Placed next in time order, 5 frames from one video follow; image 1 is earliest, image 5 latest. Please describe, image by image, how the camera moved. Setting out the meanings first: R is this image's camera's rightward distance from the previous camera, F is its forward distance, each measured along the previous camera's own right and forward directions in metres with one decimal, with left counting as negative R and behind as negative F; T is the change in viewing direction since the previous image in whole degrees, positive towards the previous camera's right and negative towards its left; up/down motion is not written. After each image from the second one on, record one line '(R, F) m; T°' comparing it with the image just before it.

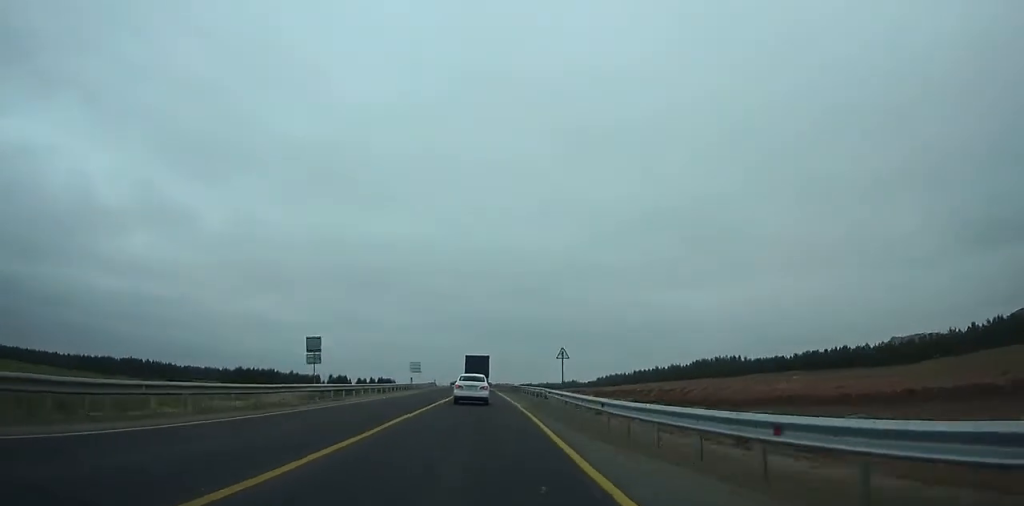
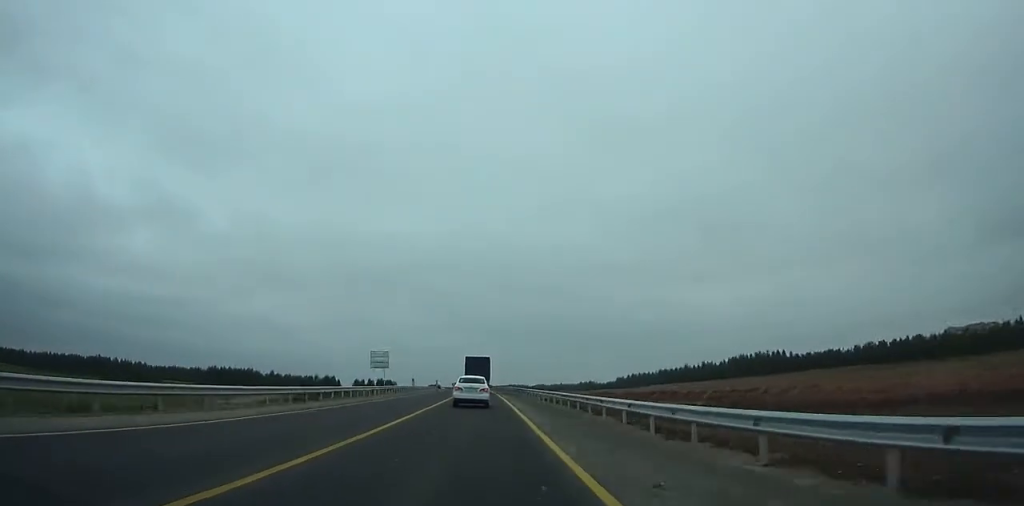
(-0.1, +40.9) m; -1°
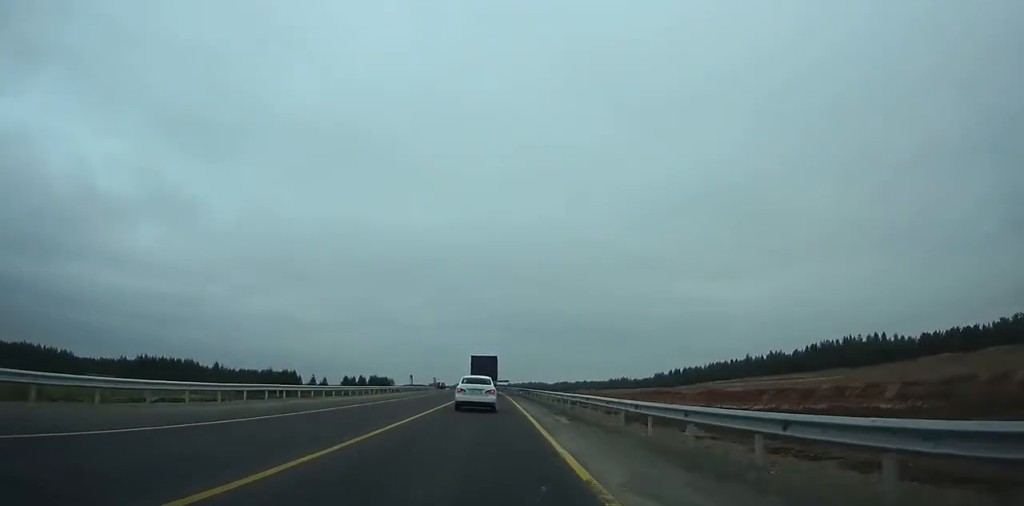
(-1.1, +68.1) m; -2°
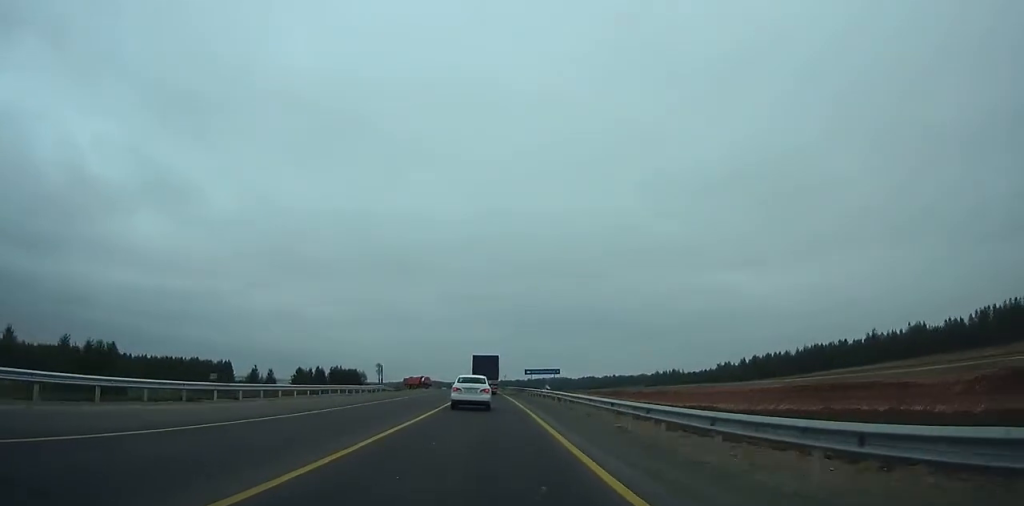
(-1.7, +98.5) m; -2°
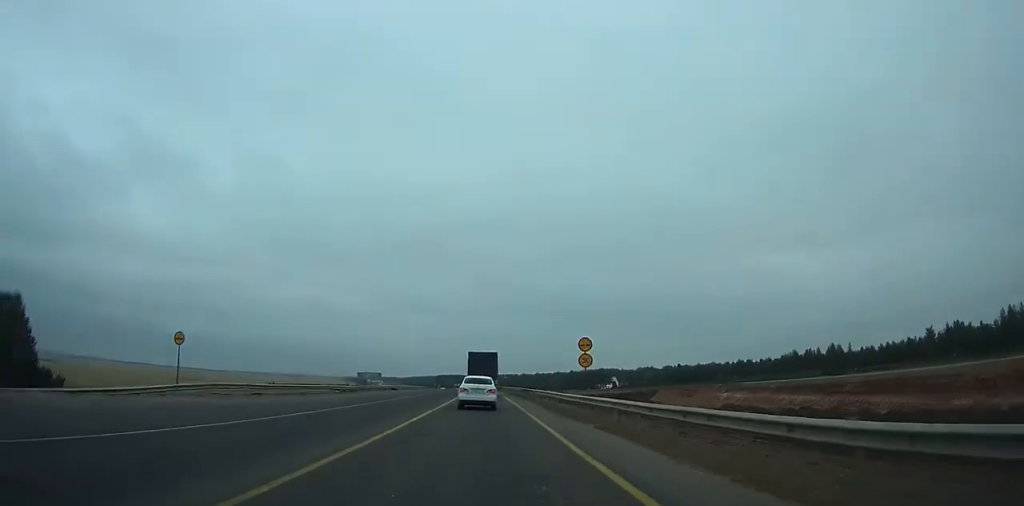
(-4.5, +160.6) m; -3°
